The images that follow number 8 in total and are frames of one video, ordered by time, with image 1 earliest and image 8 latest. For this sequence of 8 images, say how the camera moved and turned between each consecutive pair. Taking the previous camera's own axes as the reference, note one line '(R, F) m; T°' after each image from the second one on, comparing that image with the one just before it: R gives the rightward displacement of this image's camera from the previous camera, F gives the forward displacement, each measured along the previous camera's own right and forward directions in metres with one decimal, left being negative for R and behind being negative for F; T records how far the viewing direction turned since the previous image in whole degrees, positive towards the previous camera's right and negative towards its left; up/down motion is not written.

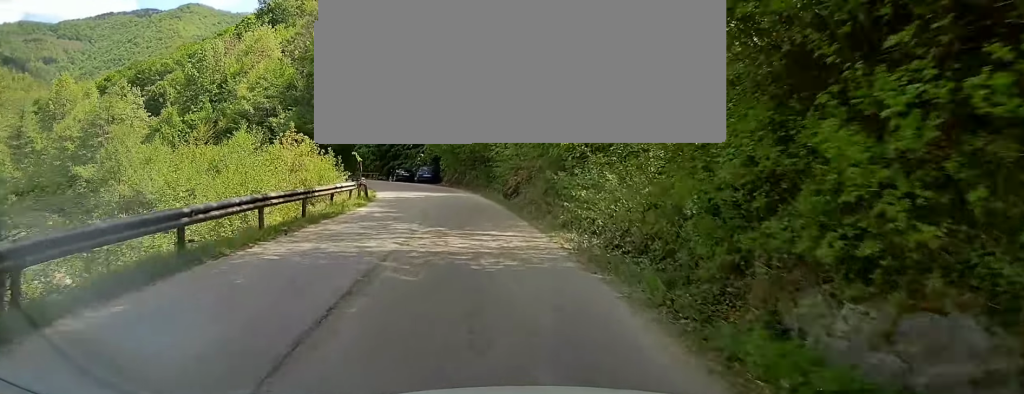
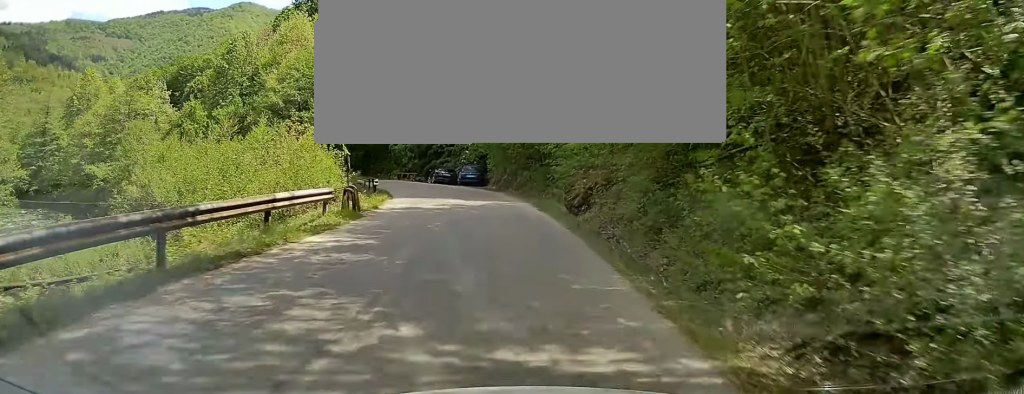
(-0.6, +9.6) m; -3°
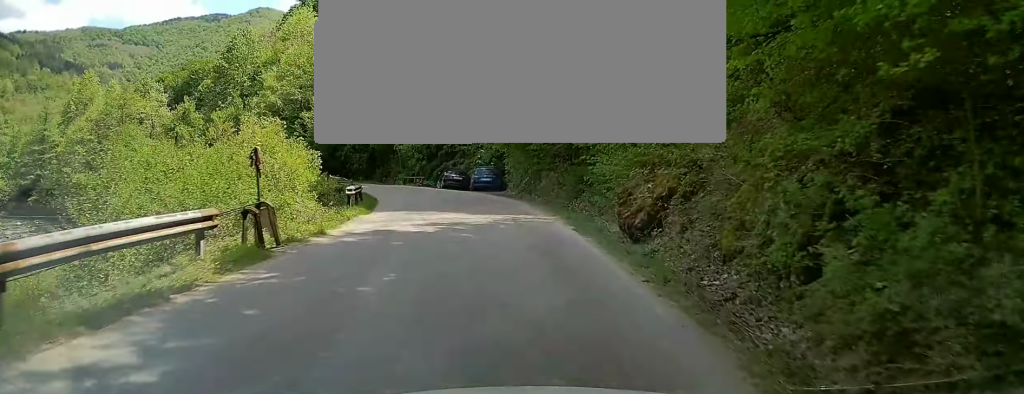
(-0.1, +7.5) m; -2°
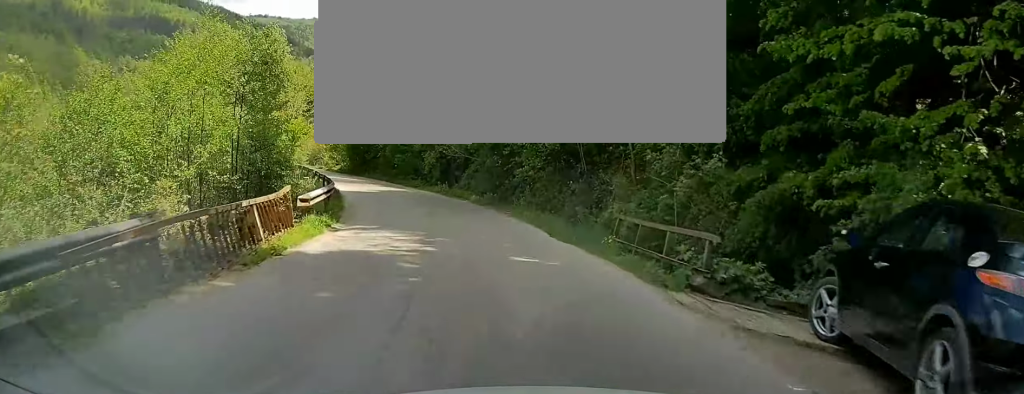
(-5.2, +39.3) m; -20°
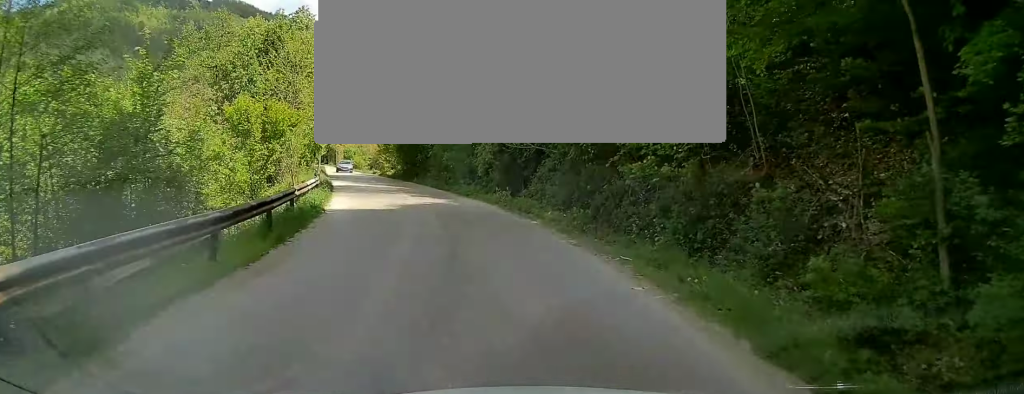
(-1.2, +12.7) m; -10°
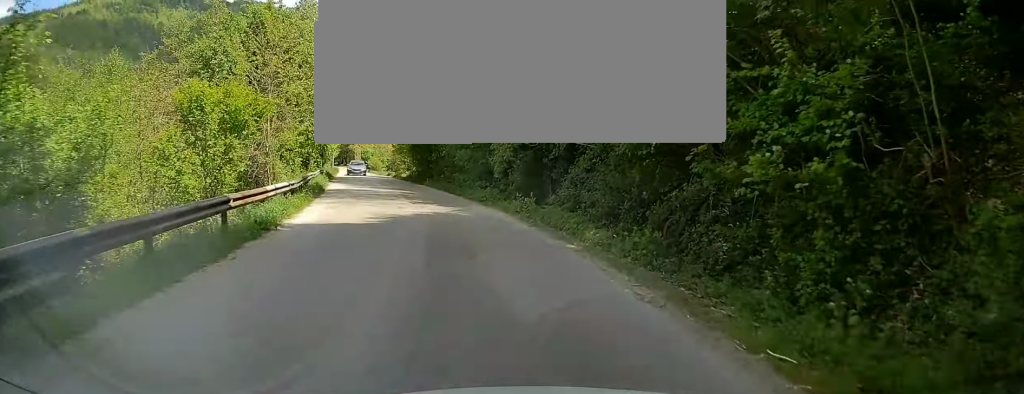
(-0.4, +5.4) m; -3°
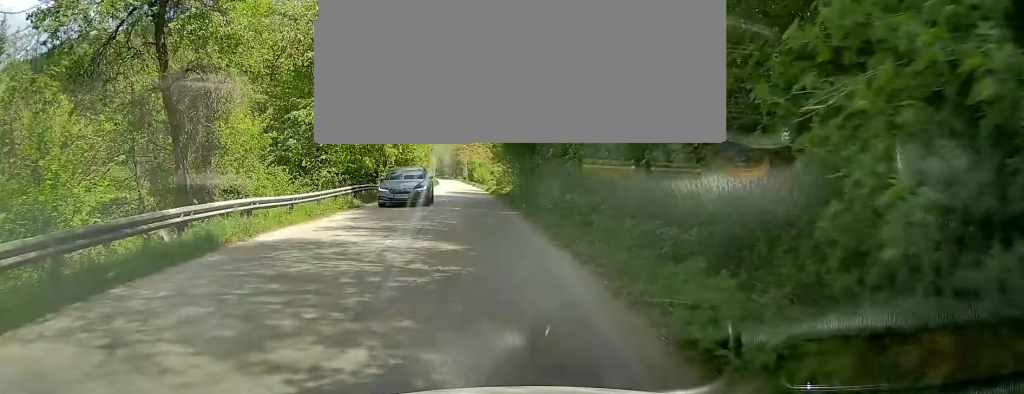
(-1.7, +18.8) m; -9°
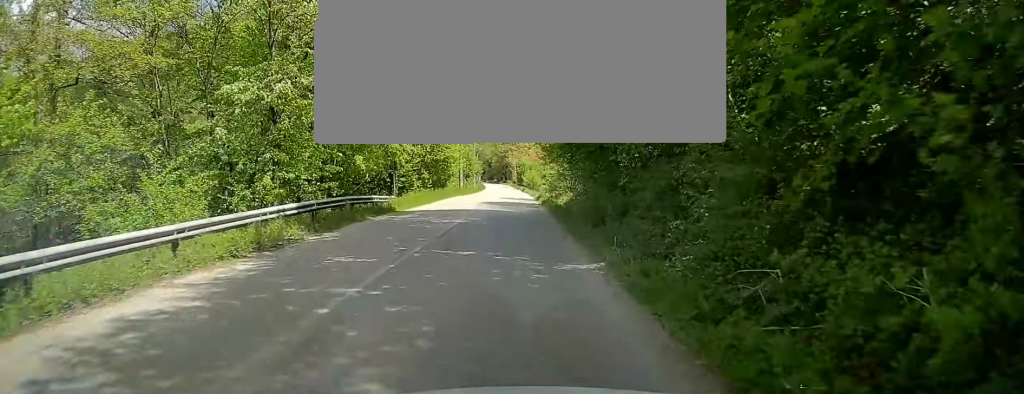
(-0.5, +12.6) m; -4°
